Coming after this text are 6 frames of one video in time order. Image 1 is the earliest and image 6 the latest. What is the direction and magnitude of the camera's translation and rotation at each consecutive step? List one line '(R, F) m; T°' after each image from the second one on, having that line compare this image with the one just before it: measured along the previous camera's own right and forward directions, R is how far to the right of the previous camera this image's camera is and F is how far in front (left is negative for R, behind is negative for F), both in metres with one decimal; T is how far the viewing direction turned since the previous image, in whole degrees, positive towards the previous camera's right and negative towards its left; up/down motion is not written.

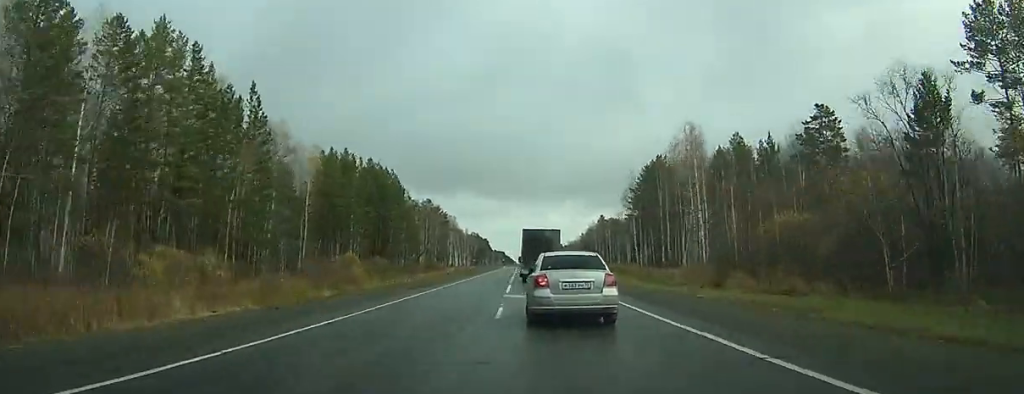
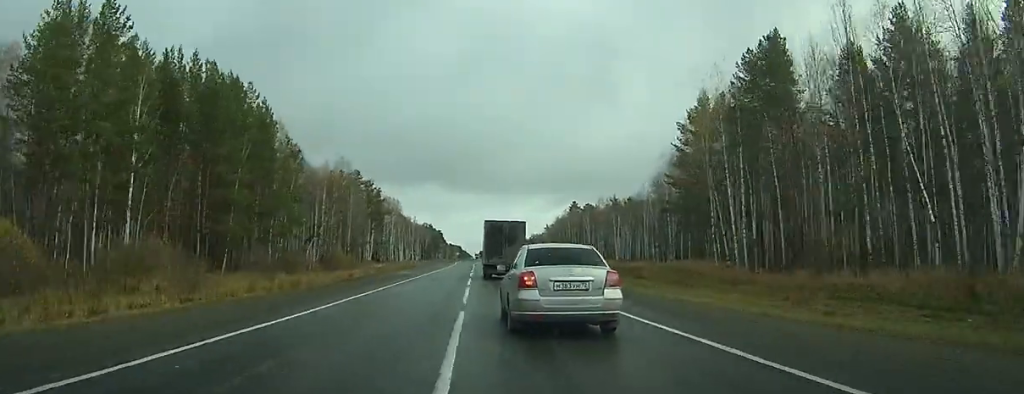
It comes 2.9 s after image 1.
(-0.1, +55.8) m; 0°
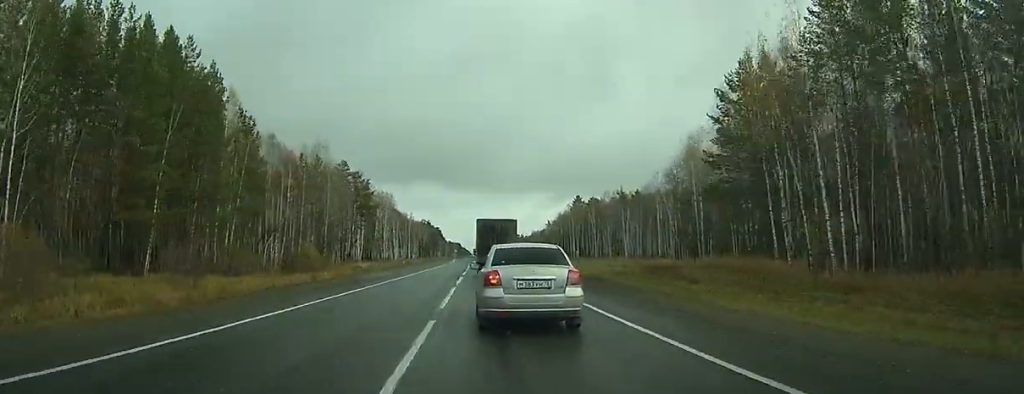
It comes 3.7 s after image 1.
(+0.2, +14.5) m; 0°
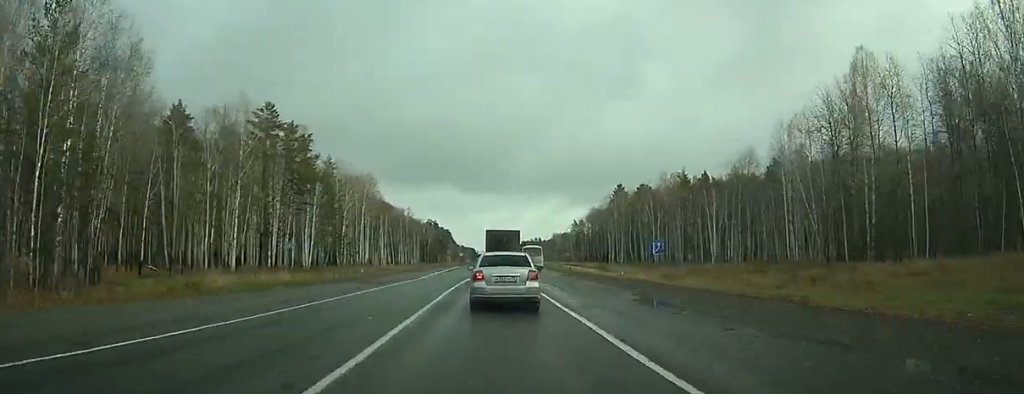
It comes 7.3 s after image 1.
(+0.4, +61.8) m; +1°
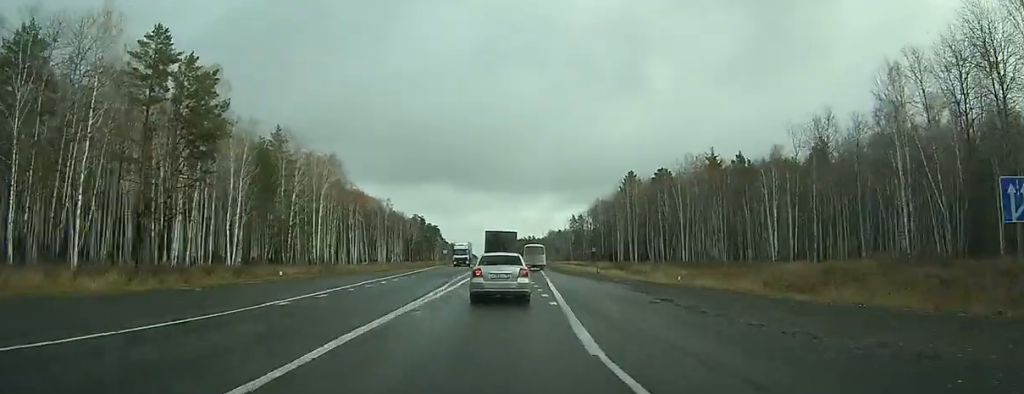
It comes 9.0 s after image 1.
(+0.1, +31.5) m; +1°
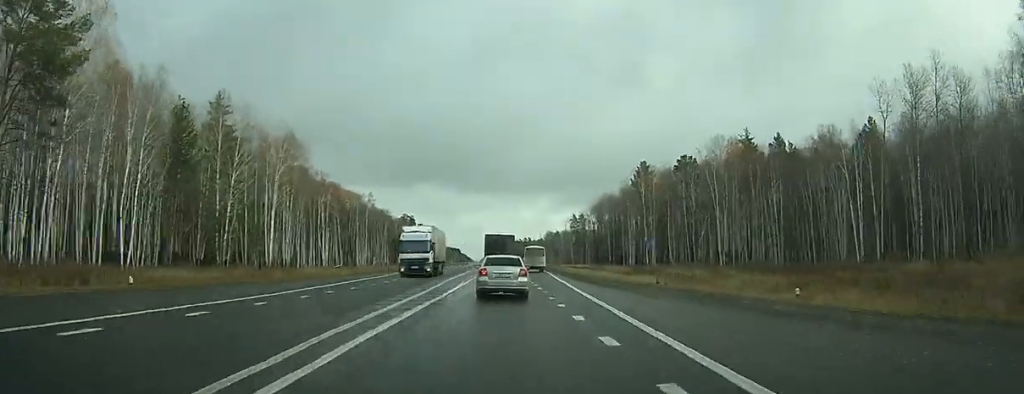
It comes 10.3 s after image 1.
(+0.1, +26.2) m; +1°
